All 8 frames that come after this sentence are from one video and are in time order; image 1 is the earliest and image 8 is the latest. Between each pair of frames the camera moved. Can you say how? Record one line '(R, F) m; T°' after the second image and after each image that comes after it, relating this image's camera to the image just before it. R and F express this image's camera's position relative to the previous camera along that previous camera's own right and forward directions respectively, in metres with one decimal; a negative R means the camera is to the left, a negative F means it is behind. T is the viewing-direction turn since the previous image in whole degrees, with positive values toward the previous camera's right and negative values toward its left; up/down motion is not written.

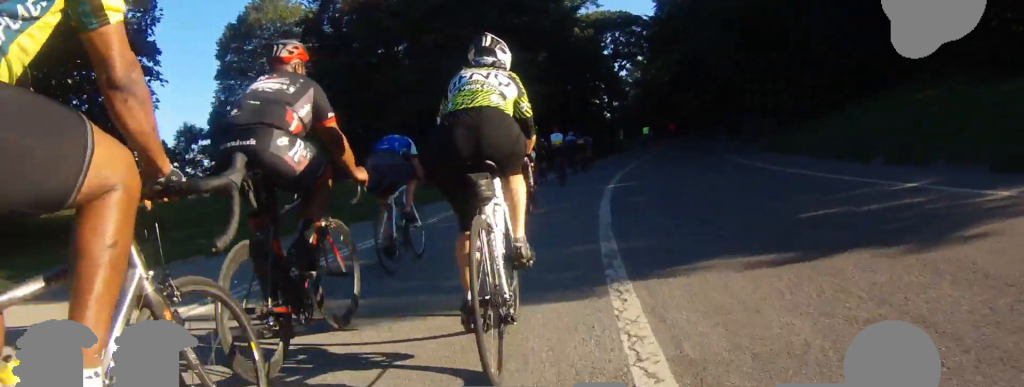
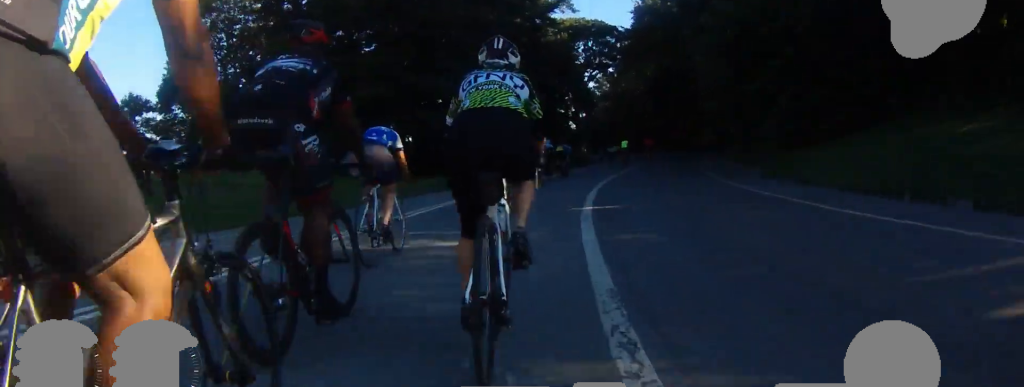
(+0.1, +3.2) m; +2°
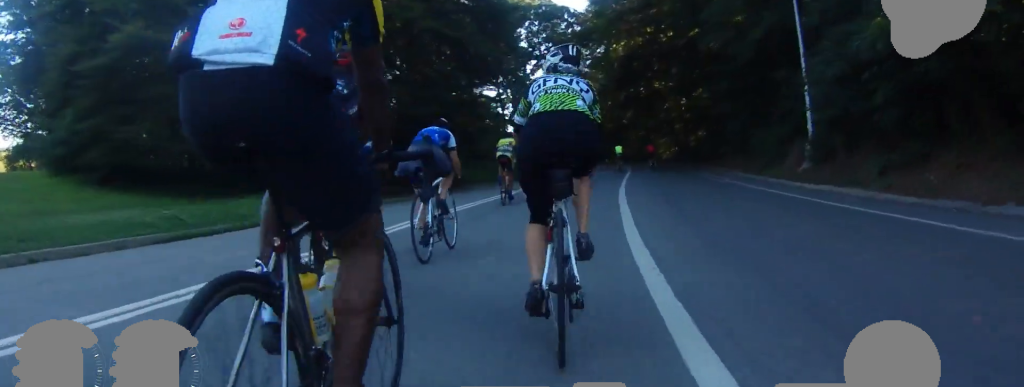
(+1.1, +16.7) m; +12°
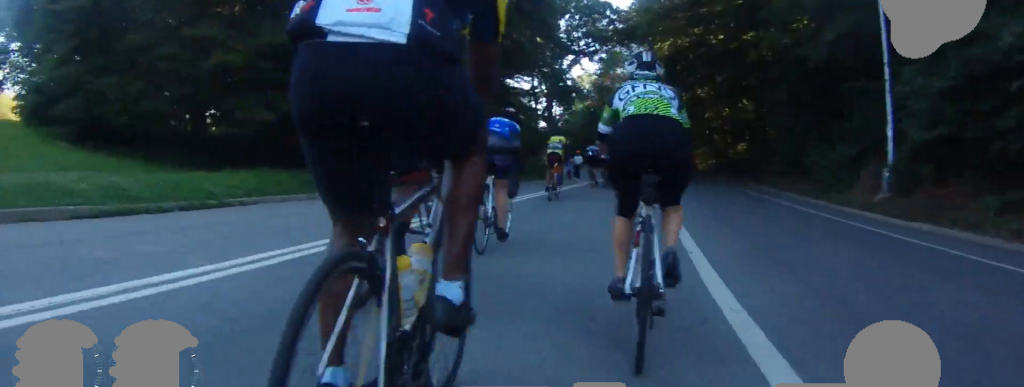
(+0.1, +2.7) m; +2°
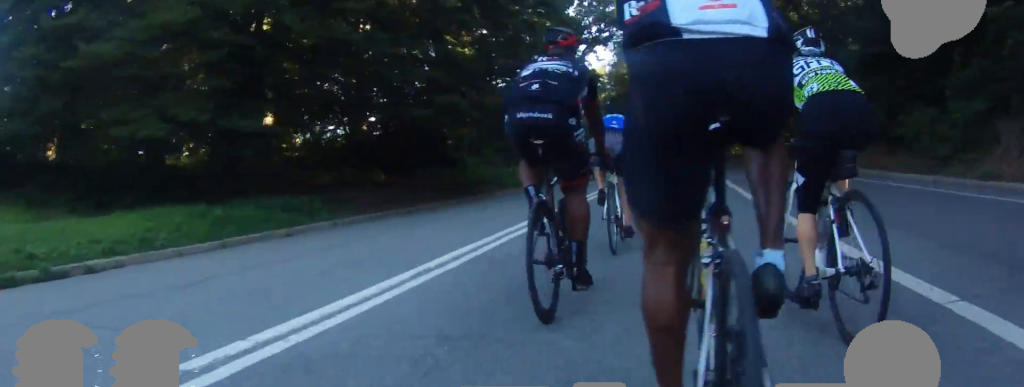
(0.0, +5.0) m; 0°
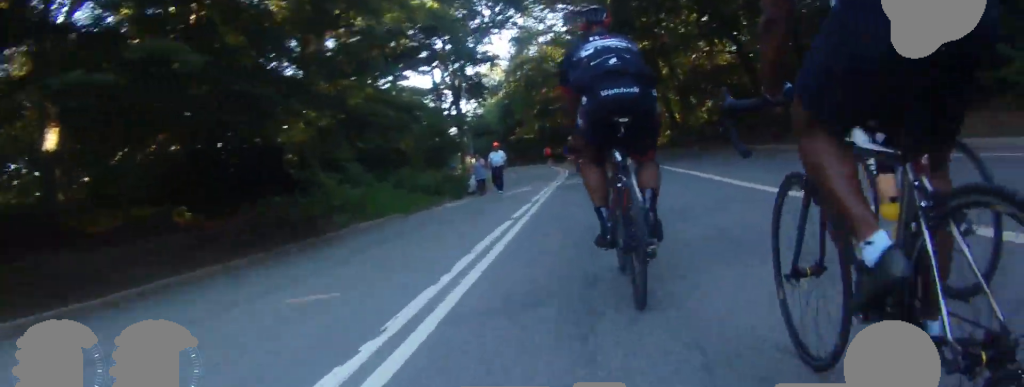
(0.0, +7.6) m; 0°
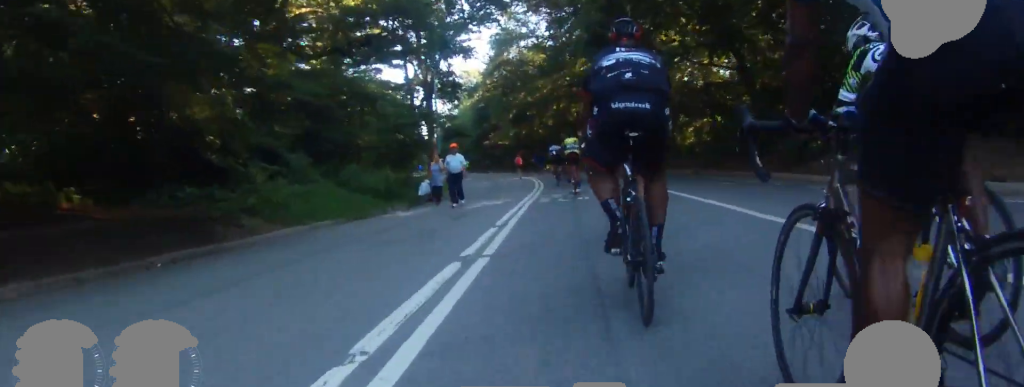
(0.0, +3.3) m; 0°
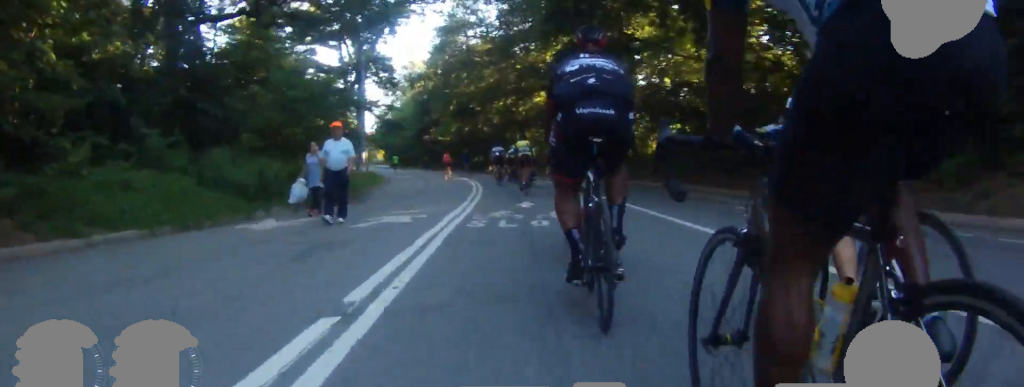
(0.0, +5.1) m; -2°
